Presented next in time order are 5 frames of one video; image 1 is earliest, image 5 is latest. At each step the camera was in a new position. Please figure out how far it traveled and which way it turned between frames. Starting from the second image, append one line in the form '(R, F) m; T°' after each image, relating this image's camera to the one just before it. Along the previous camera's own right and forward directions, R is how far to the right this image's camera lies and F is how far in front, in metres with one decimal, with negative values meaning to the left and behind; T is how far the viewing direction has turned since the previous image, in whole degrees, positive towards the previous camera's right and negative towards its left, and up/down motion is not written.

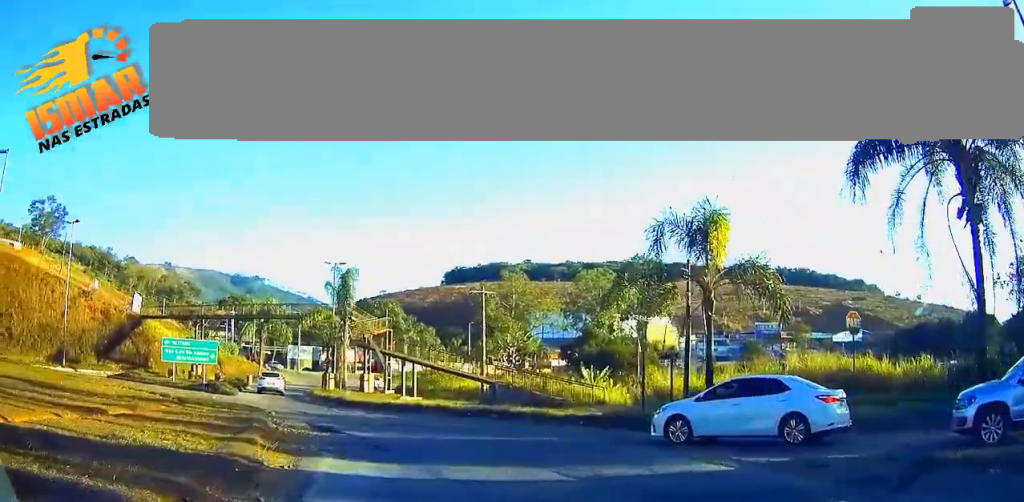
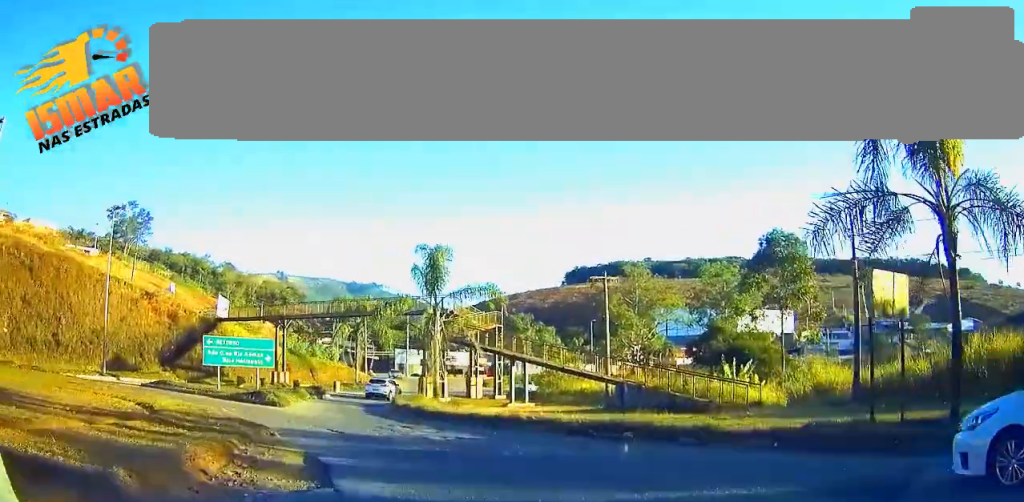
(-0.9, +8.6) m; -12°
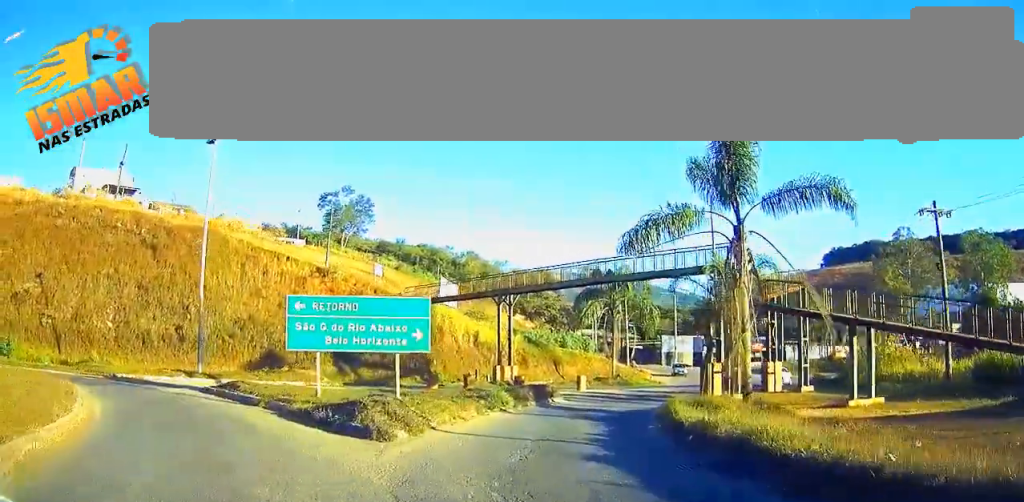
(-3.0, +17.5) m; -13°
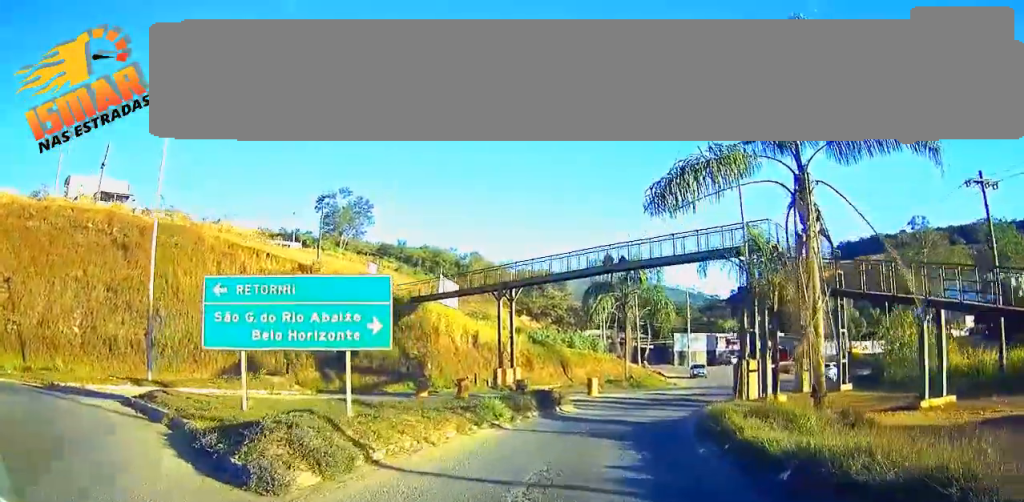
(-0.1, +5.2) m; +1°
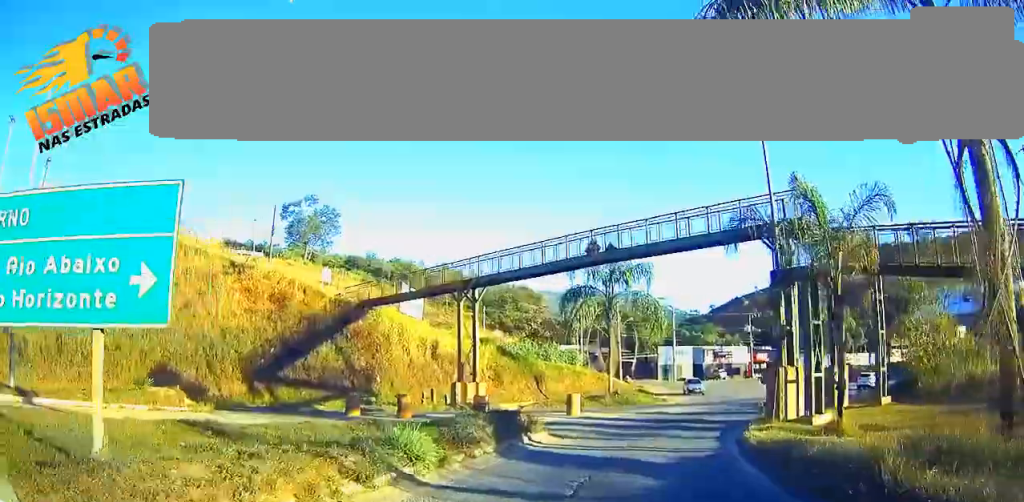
(+0.1, +7.8) m; +4°
